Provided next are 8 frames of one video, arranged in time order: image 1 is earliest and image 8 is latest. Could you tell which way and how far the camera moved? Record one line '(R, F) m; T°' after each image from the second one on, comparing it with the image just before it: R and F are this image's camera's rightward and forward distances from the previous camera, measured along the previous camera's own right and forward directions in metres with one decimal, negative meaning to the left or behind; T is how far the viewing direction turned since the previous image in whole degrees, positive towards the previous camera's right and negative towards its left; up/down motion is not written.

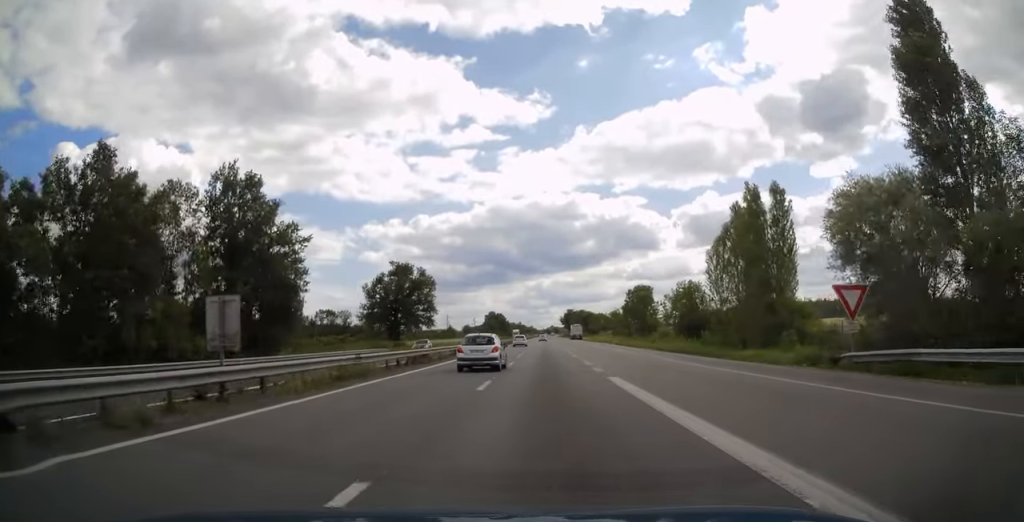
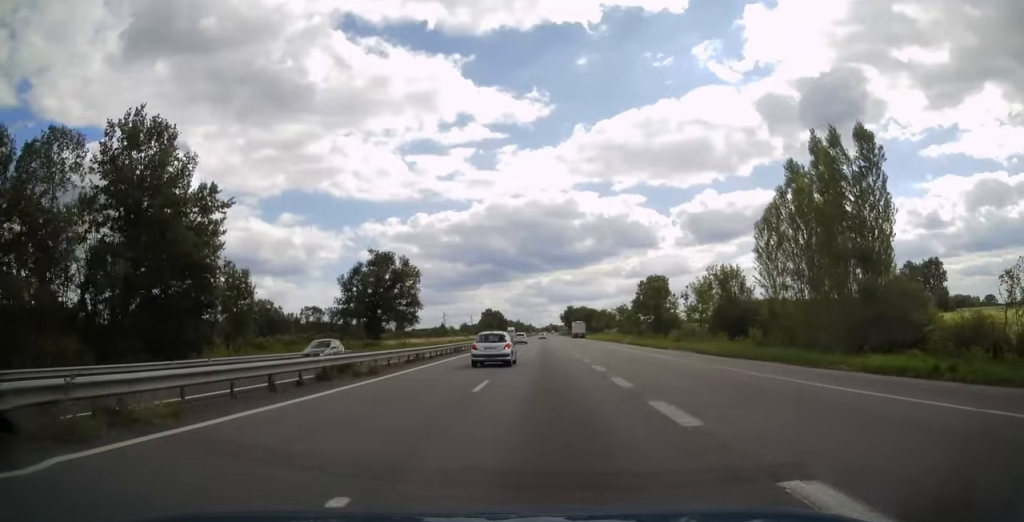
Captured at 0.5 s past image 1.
(-0.1, +13.6) m; 0°
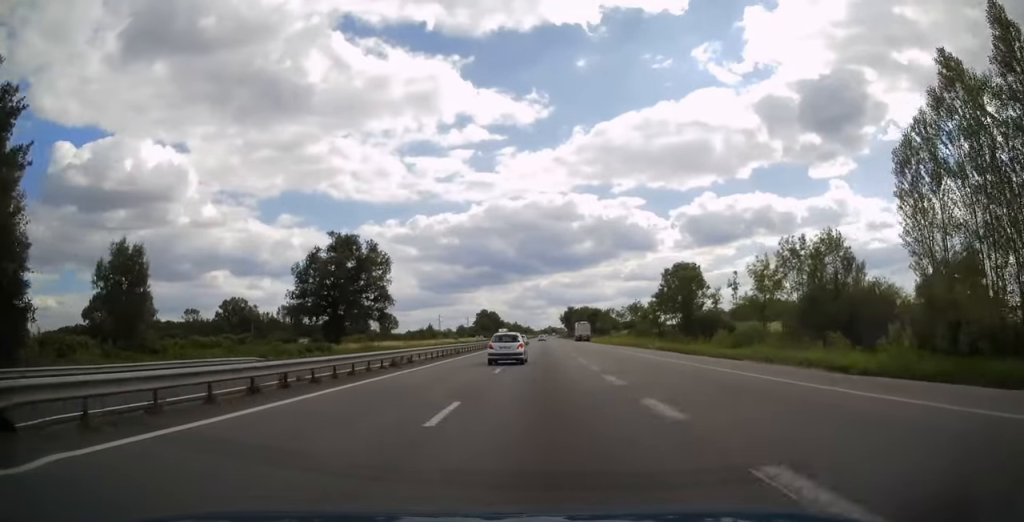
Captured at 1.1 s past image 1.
(0.0, +18.9) m; 0°
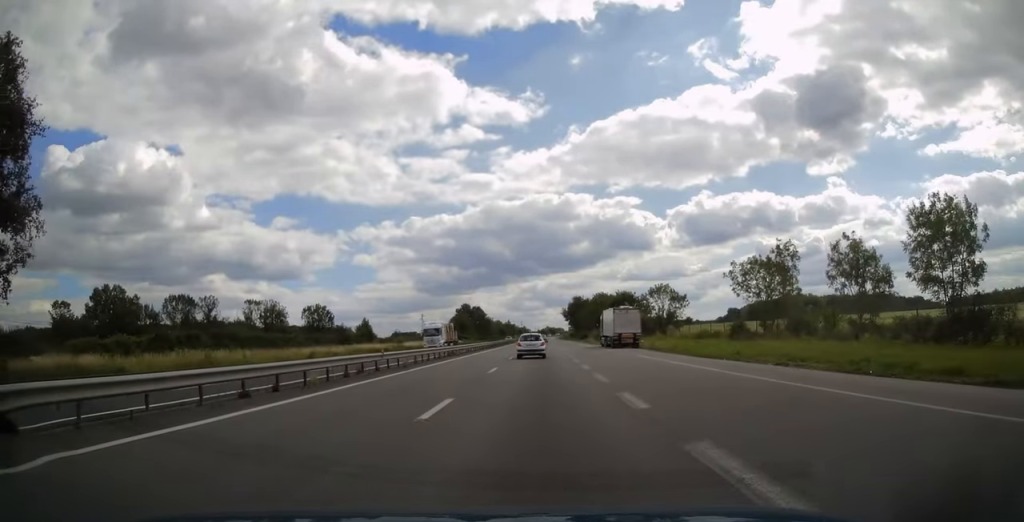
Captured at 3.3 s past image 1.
(+0.6, +63.6) m; +1°
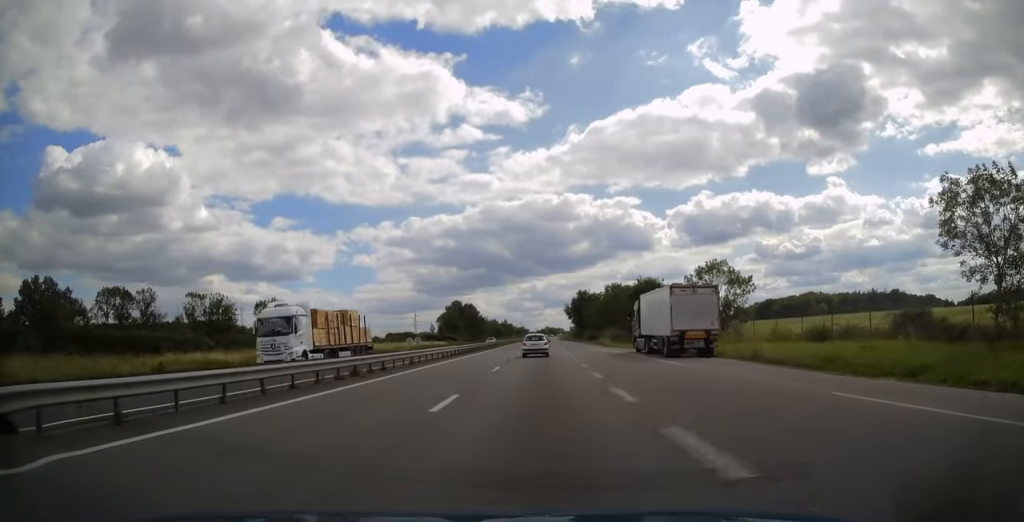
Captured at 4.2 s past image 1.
(0.0, +24.9) m; 0°
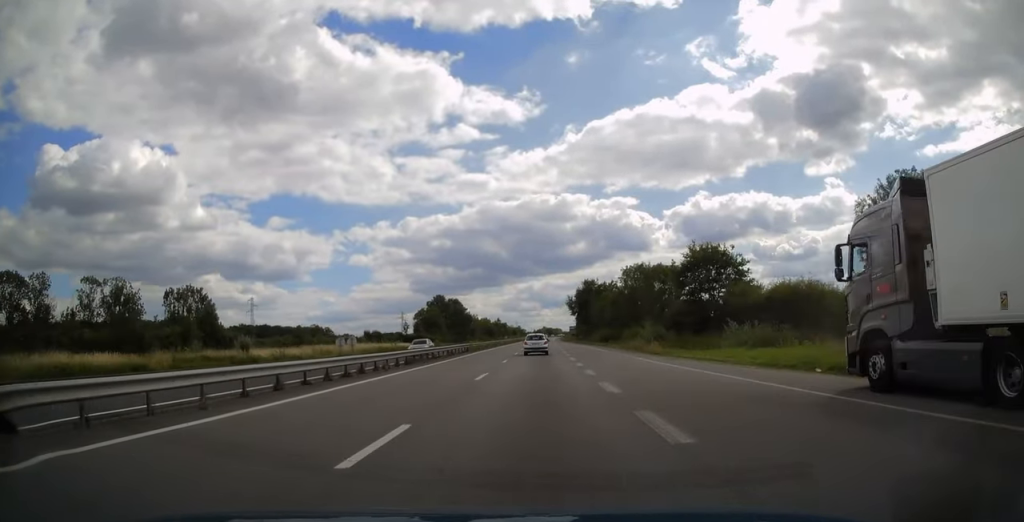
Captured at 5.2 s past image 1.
(+0.1, +30.7) m; 0°
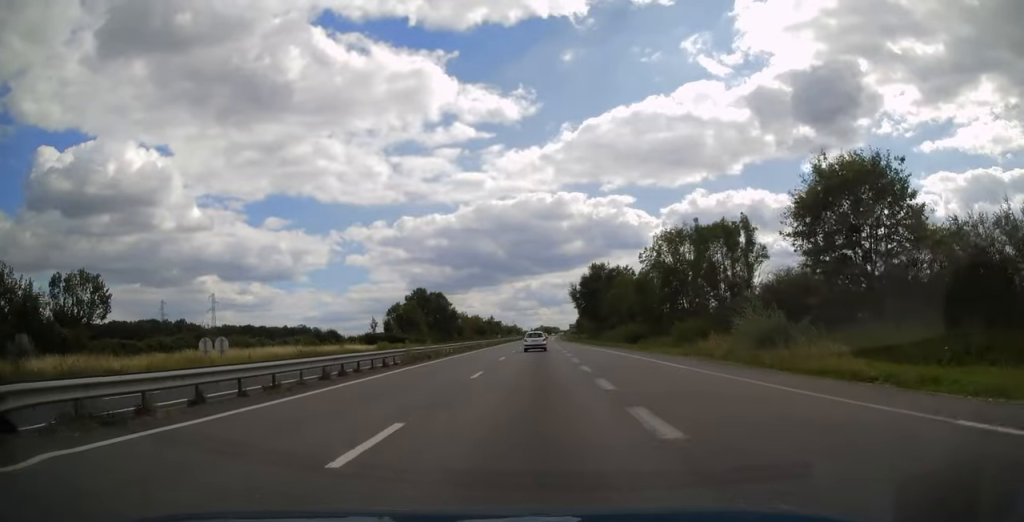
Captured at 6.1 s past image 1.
(-0.1, +25.9) m; 0°
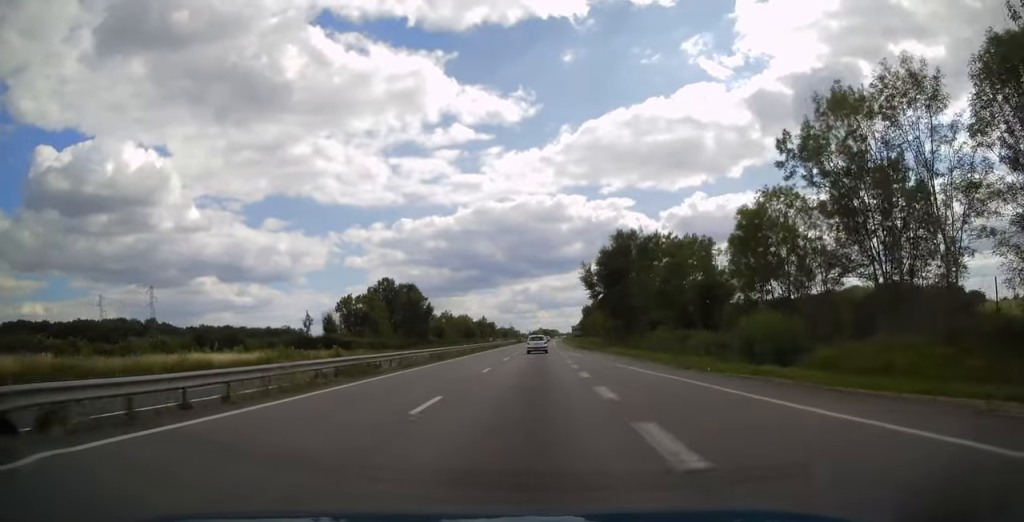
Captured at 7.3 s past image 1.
(+0.2, +34.2) m; +1°
